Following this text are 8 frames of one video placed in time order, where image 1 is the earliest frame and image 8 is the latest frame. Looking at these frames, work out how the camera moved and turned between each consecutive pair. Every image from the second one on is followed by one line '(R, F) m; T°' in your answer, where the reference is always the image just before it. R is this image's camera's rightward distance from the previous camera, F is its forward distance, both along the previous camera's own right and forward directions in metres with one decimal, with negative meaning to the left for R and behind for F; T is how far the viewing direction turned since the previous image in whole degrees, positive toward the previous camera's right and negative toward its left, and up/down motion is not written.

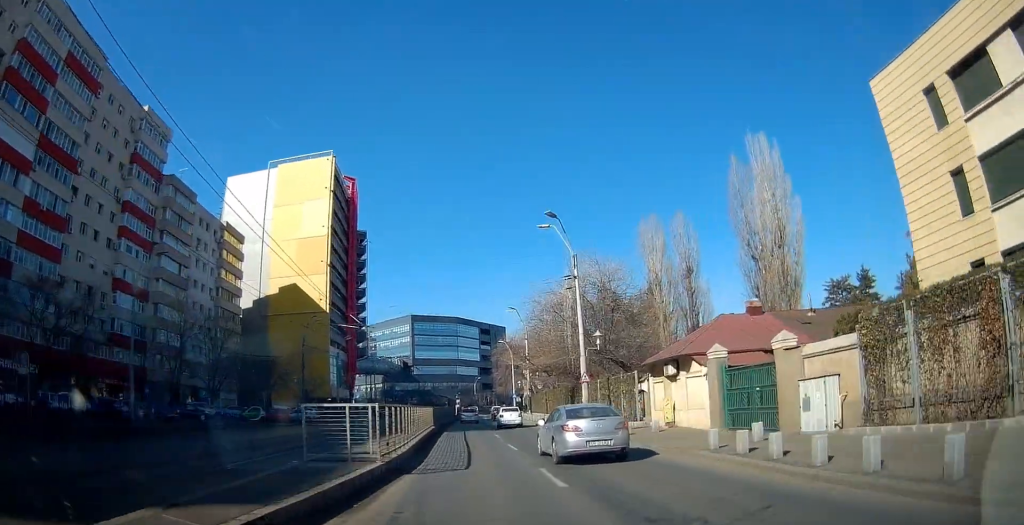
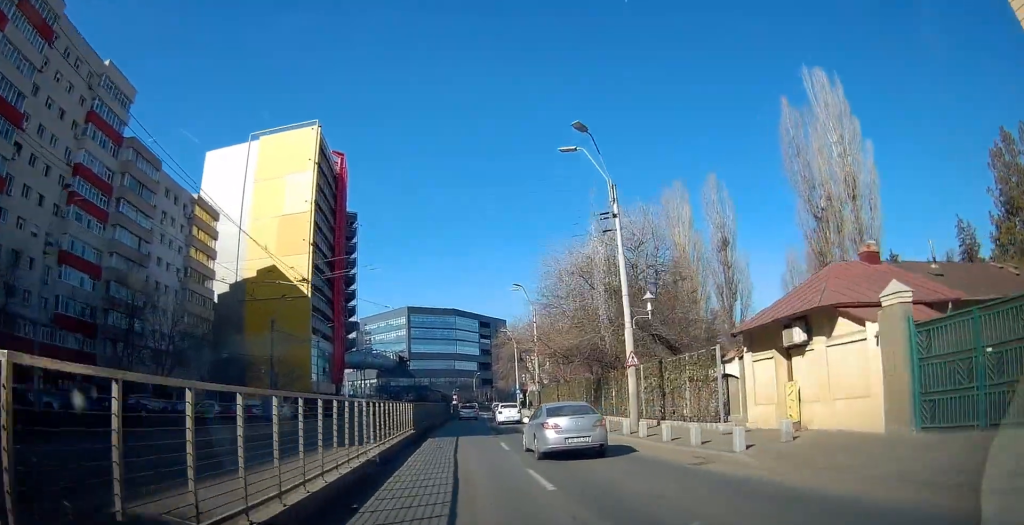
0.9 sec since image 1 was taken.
(0.0, +10.0) m; 0°
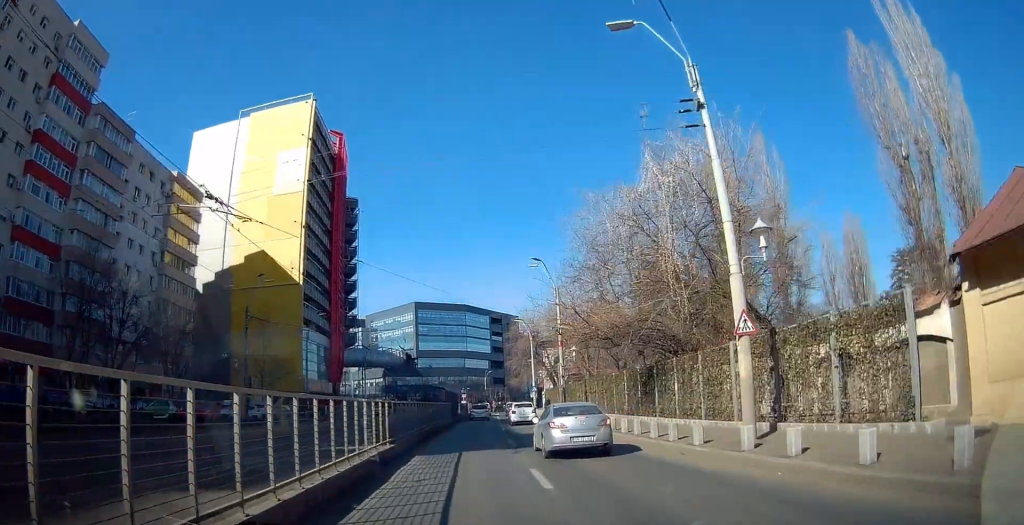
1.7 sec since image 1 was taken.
(0.0, +8.7) m; -2°
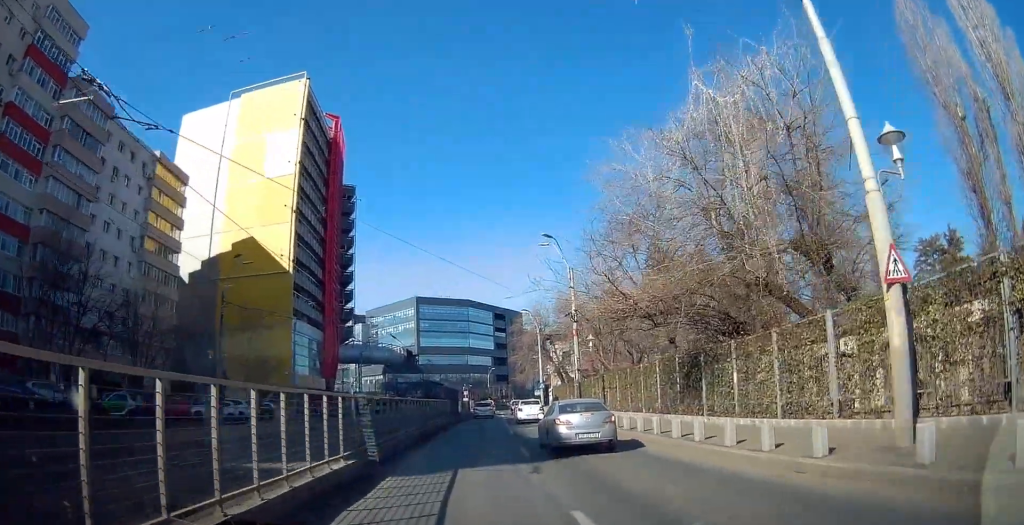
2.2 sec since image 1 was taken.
(-0.2, +5.4) m; -1°
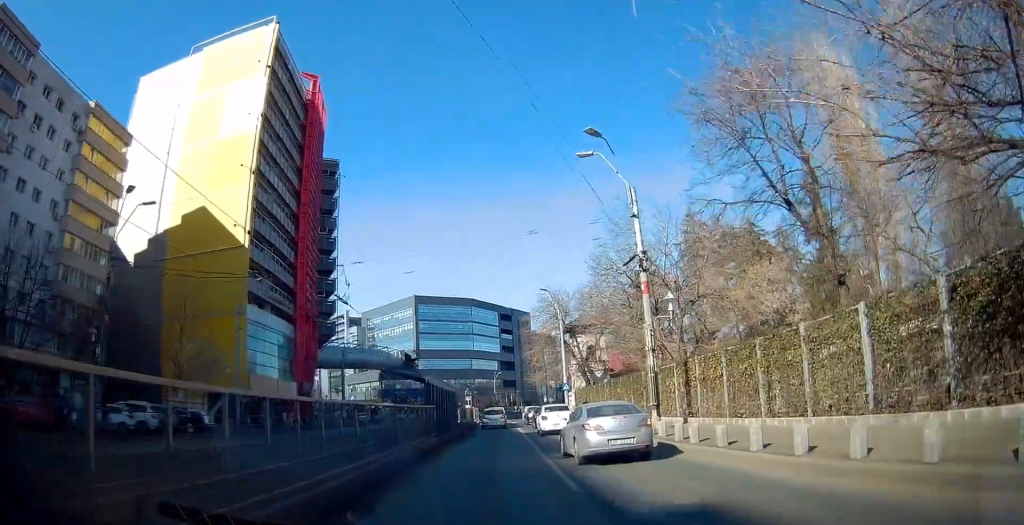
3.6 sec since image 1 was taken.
(-0.1, +15.2) m; 0°
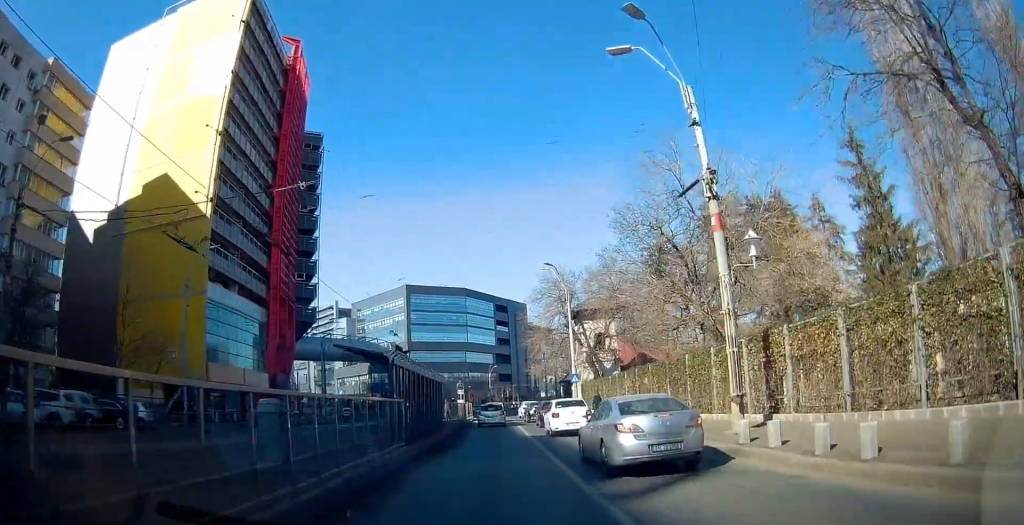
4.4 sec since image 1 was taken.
(0.0, +7.7) m; +1°
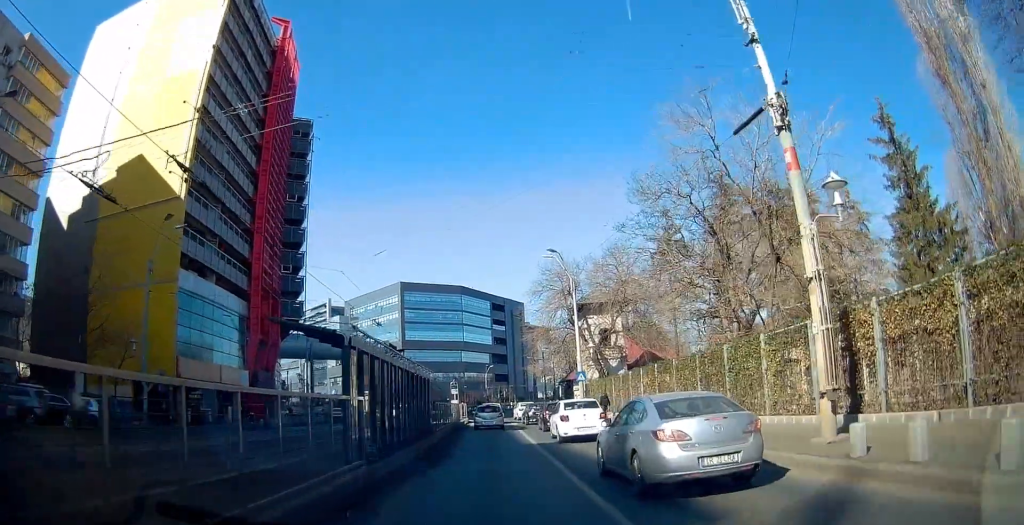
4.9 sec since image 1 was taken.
(0.0, +4.5) m; +1°
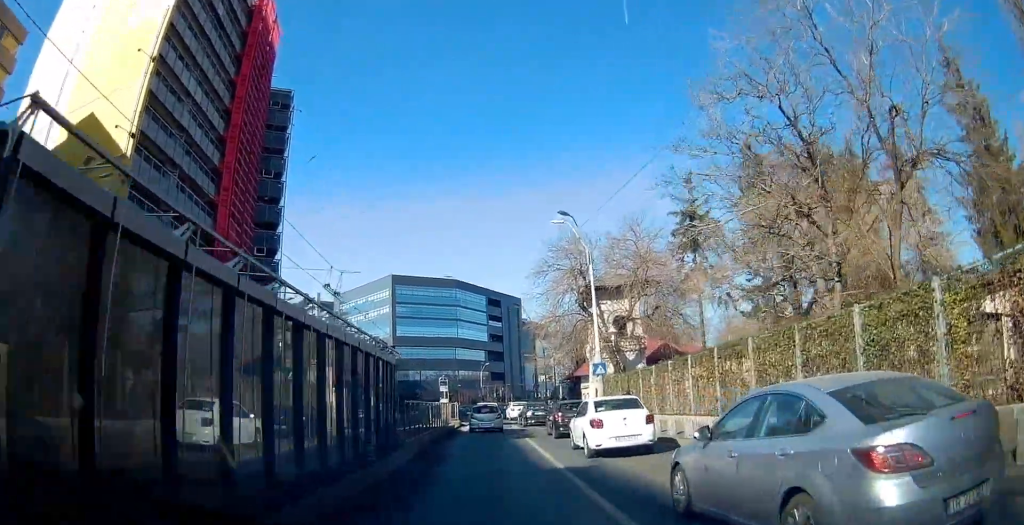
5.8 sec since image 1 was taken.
(+0.2, +8.4) m; +2°
